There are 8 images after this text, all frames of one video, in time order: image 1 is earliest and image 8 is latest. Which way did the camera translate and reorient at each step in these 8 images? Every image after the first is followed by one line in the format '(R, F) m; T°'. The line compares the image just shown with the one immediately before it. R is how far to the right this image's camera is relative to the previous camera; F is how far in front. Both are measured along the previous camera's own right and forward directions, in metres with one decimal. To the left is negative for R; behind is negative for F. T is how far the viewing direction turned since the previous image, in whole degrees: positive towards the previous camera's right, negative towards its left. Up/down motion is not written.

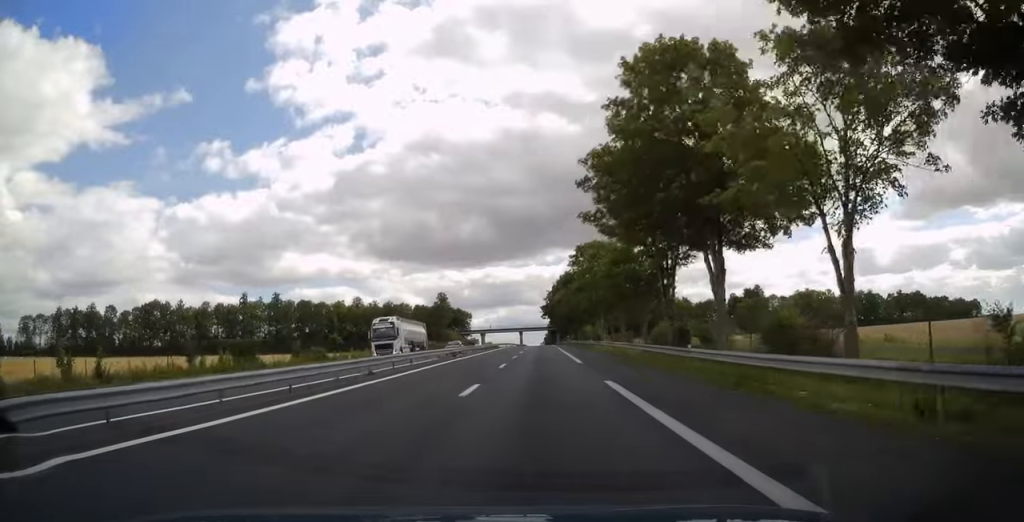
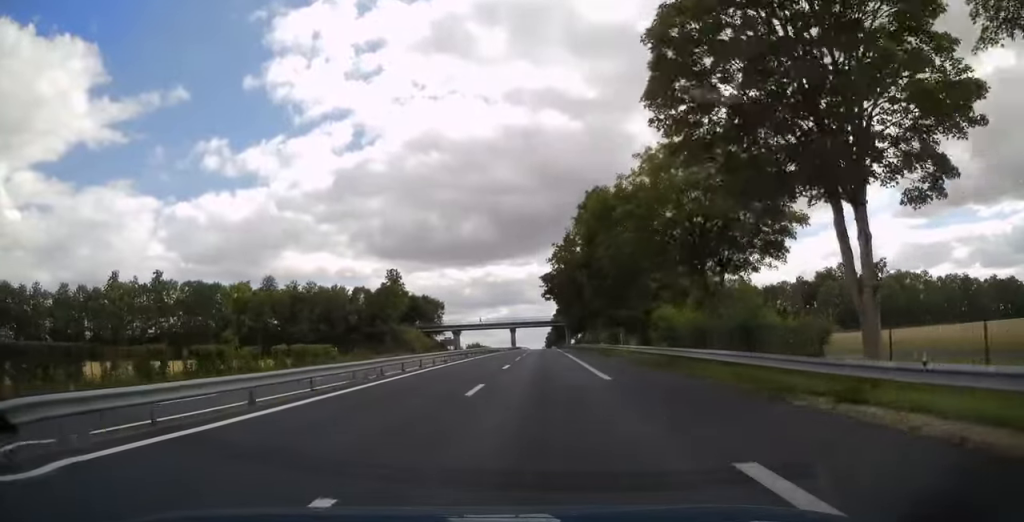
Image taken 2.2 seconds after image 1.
(-0.1, +63.0) m; 0°
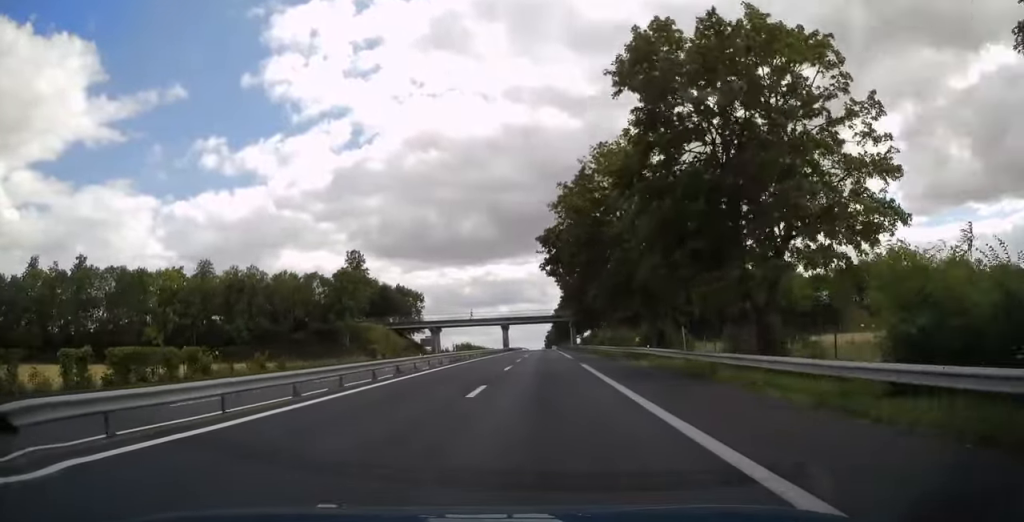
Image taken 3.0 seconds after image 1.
(0.0, +25.3) m; 0°
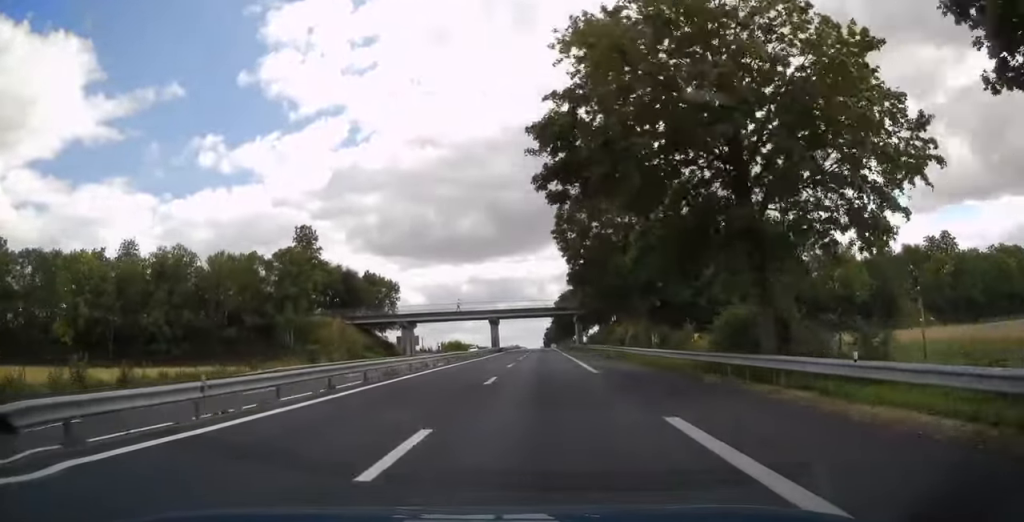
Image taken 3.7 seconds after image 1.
(0.0, +21.0) m; 0°
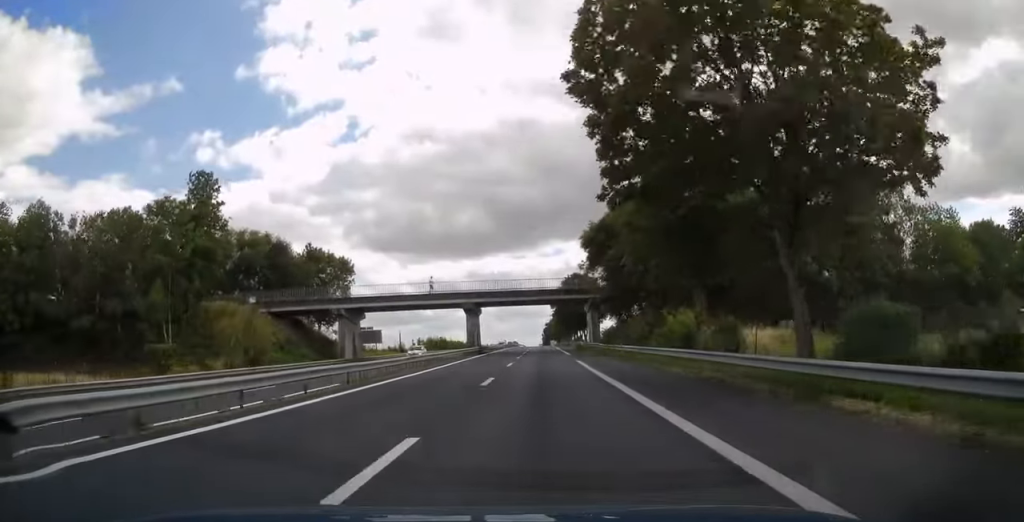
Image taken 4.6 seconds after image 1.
(0.0, +26.0) m; 0°
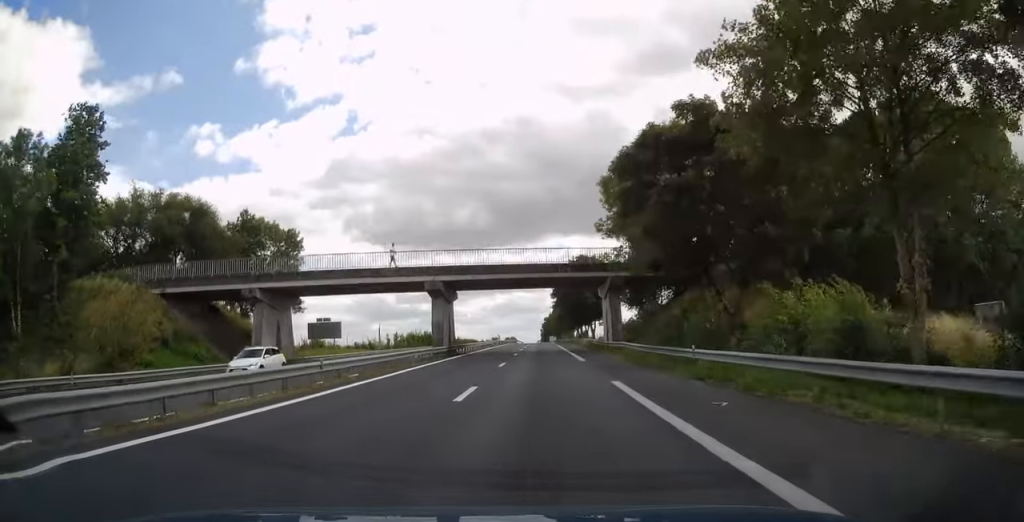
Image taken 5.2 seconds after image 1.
(0.0, +17.7) m; 0°
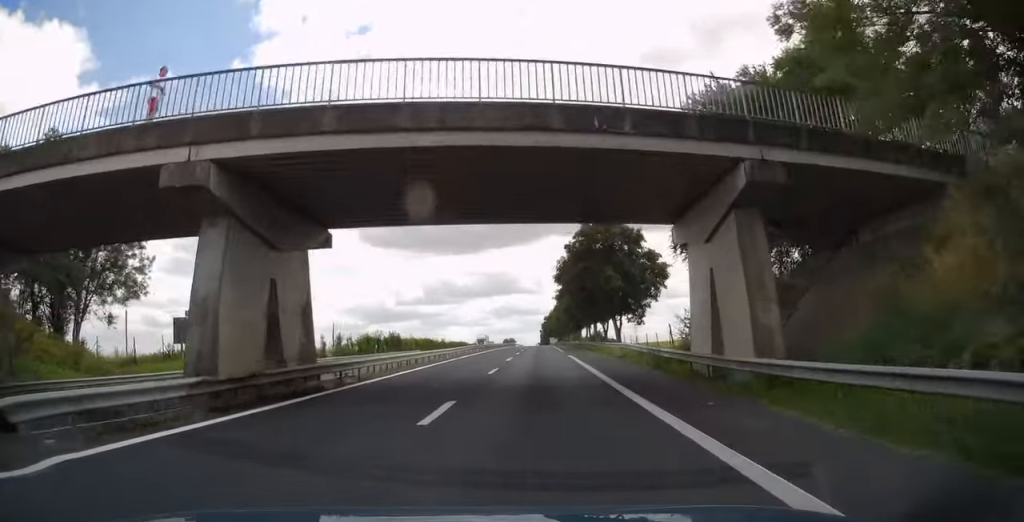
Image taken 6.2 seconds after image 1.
(+0.1, +28.4) m; 0°
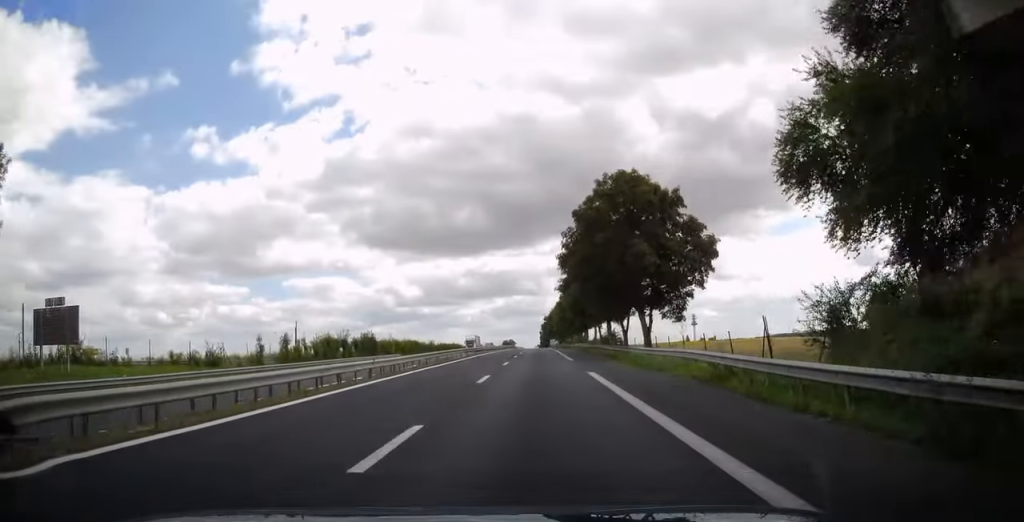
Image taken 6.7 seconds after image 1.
(0.0, +15.7) m; 0°
